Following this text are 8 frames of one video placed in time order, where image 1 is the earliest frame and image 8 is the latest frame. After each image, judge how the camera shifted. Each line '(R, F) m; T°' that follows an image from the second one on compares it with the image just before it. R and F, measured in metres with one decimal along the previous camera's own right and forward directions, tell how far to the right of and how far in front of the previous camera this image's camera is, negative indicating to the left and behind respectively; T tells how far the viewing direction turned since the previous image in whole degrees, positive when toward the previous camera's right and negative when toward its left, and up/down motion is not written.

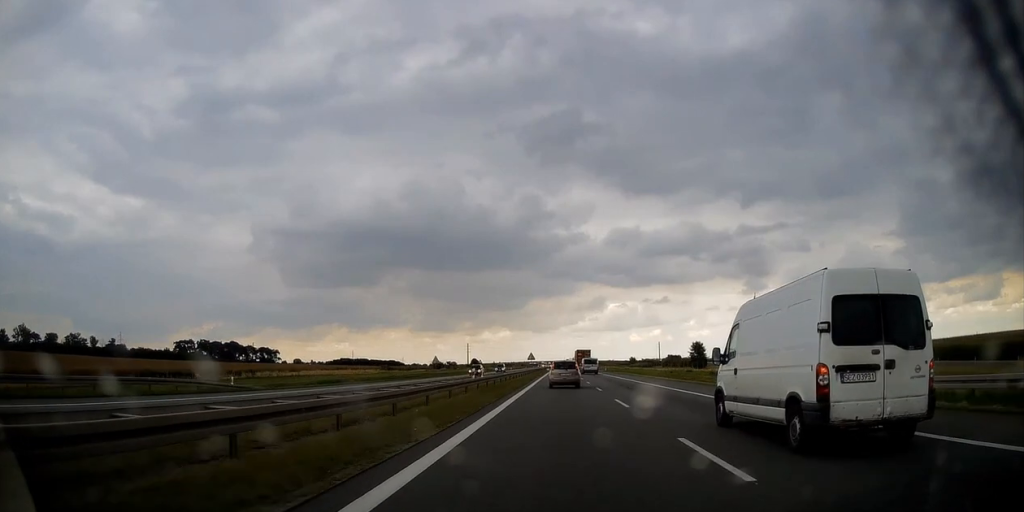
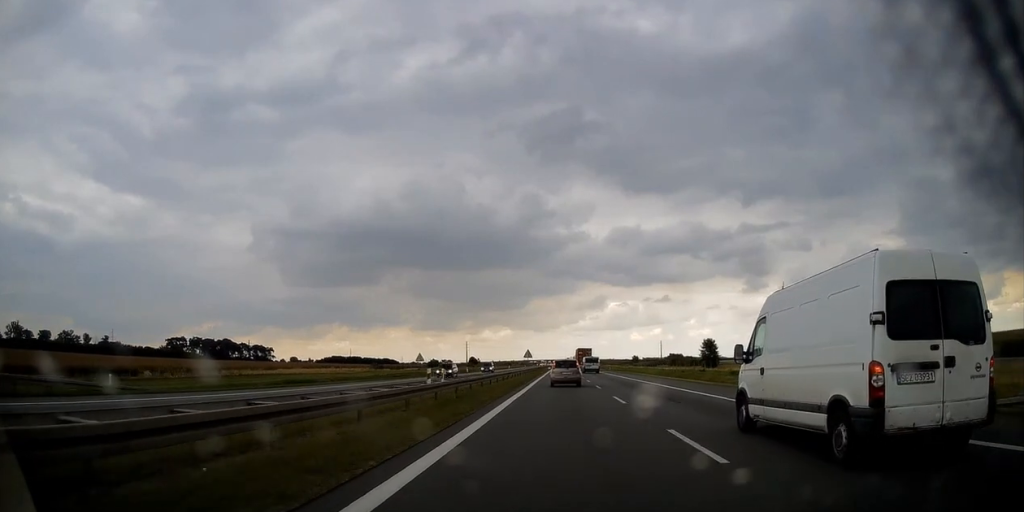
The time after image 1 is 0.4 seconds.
(+0.1, +10.8) m; 0°
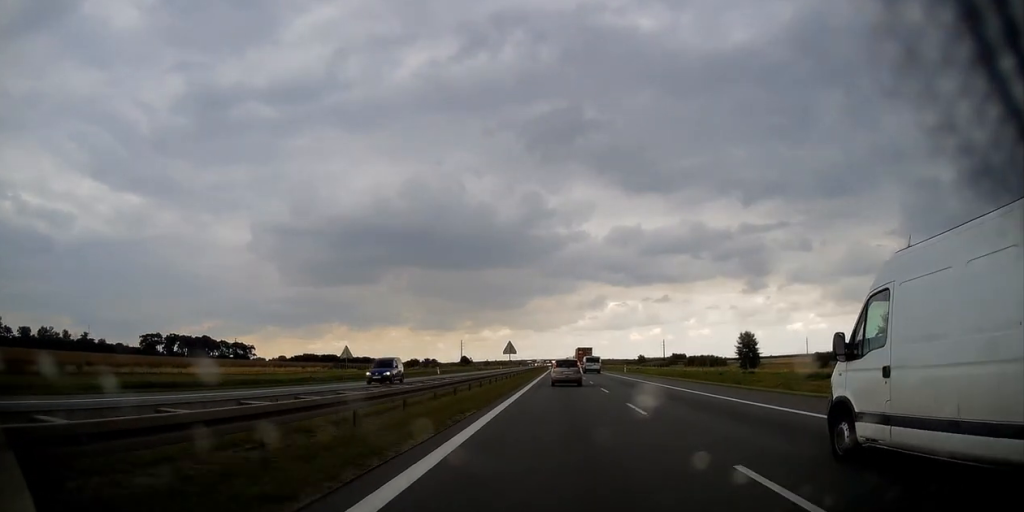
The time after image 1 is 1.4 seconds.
(-0.1, +28.1) m; 0°
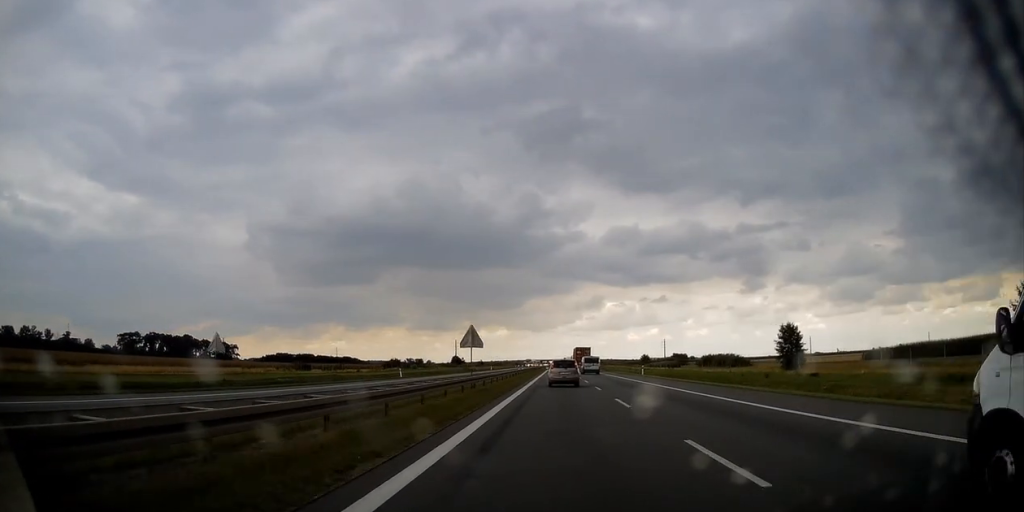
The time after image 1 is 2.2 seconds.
(-0.1, +21.1) m; 0°
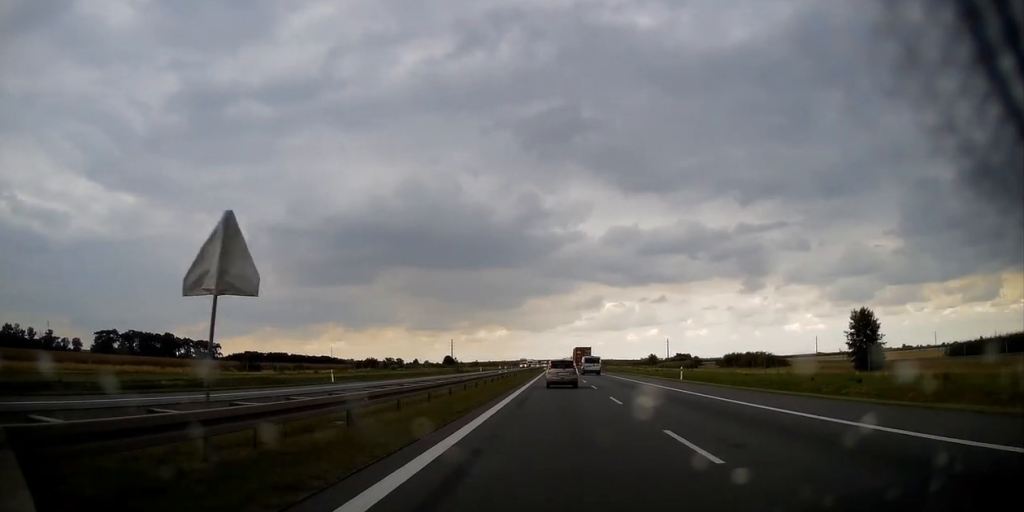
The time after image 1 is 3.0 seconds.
(+0.3, +22.3) m; 0°
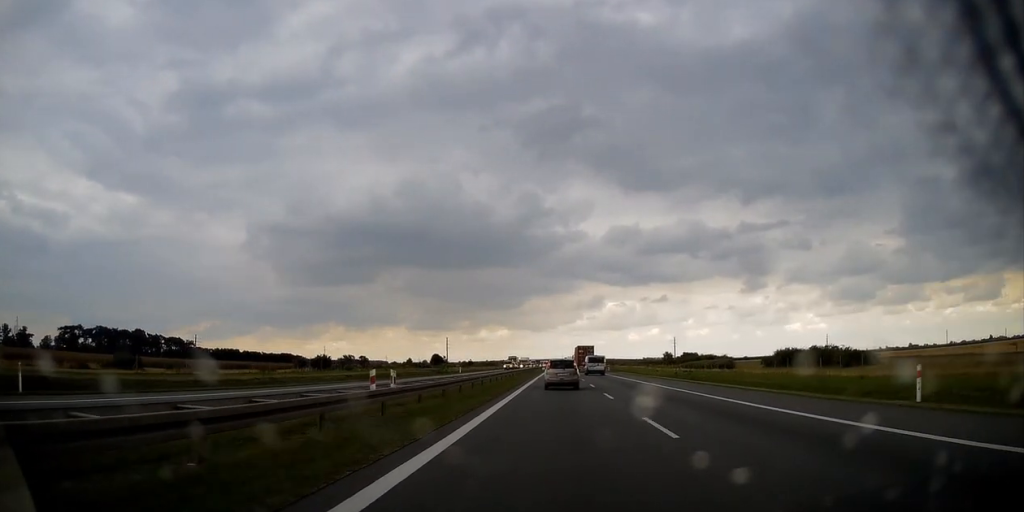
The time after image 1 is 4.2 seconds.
(-0.2, +32.9) m; 0°
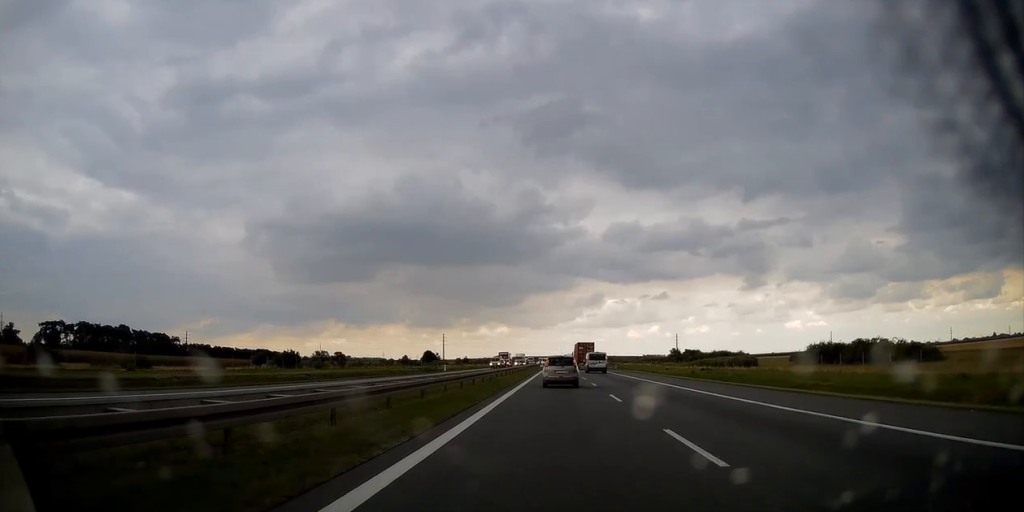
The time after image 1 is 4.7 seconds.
(0.0, +15.1) m; 0°
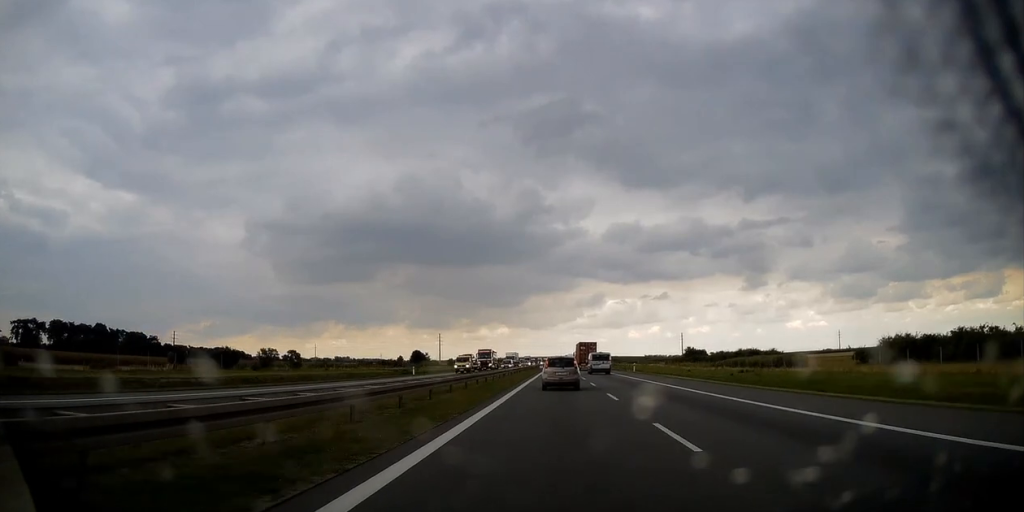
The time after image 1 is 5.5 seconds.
(0.0, +22.6) m; 0°
